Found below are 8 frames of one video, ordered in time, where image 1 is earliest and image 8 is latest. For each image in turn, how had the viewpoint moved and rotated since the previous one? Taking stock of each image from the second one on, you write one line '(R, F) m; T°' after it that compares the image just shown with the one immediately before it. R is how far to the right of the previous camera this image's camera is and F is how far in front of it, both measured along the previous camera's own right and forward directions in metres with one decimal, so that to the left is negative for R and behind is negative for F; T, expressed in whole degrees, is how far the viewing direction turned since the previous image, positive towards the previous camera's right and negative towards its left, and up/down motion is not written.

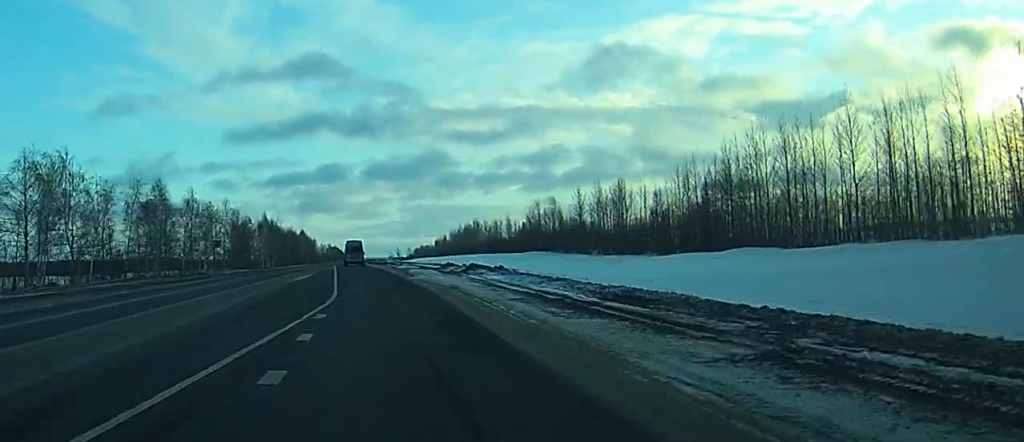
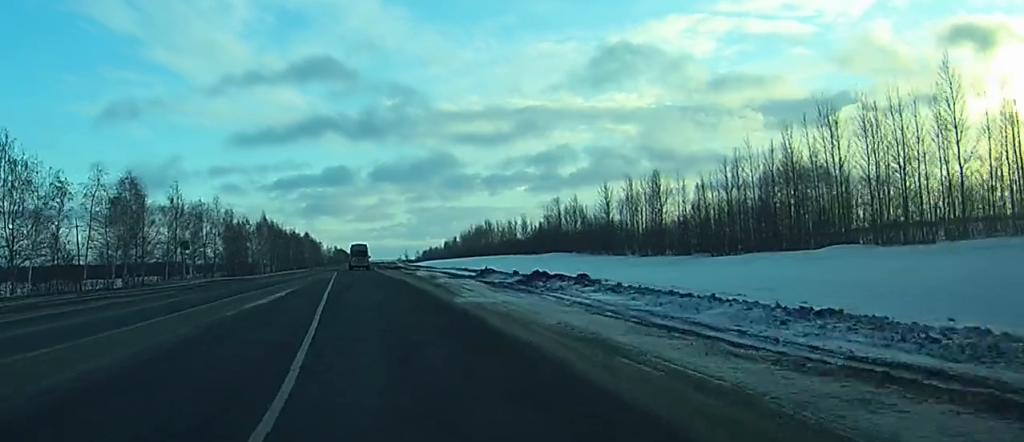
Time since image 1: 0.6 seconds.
(0.0, +17.5) m; 0°
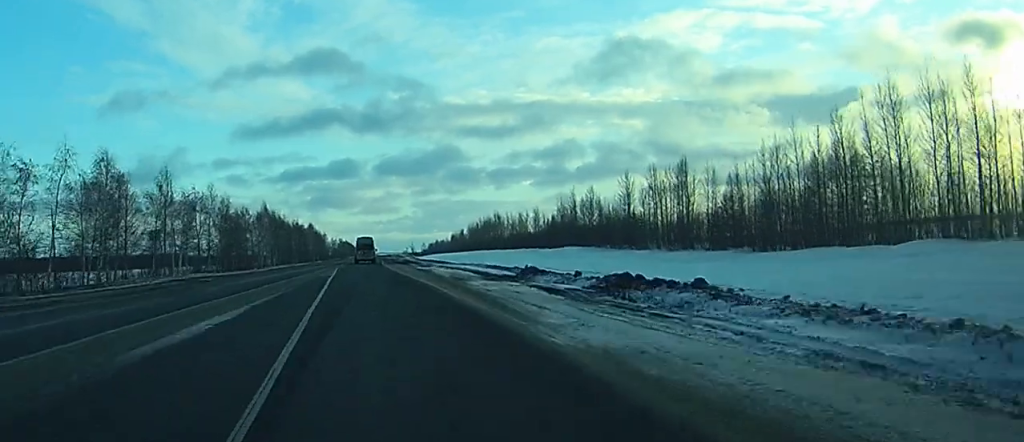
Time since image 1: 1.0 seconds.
(-0.1, +10.9) m; 0°
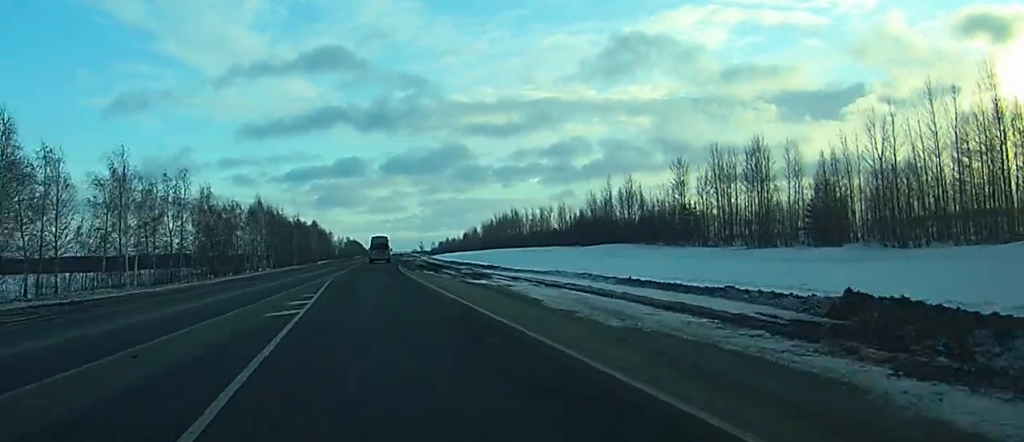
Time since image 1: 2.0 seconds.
(-0.1, +26.3) m; 0°
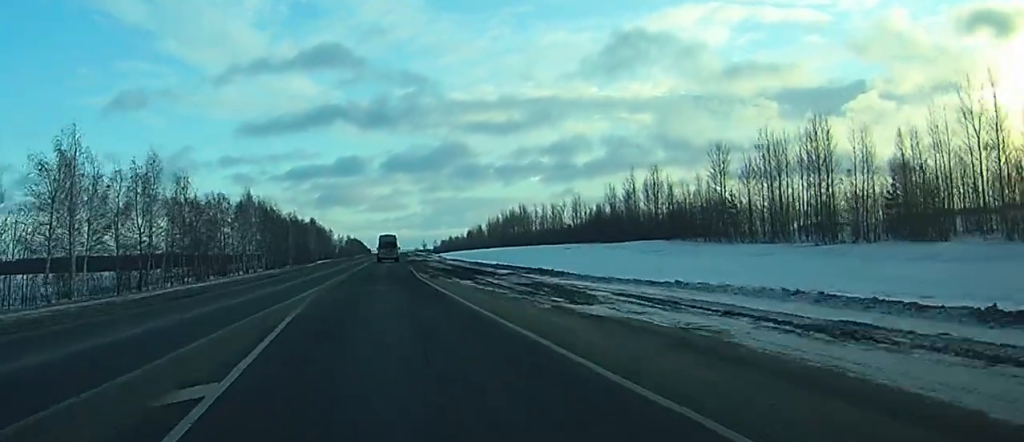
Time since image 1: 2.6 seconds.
(0.0, +17.1) m; 0°
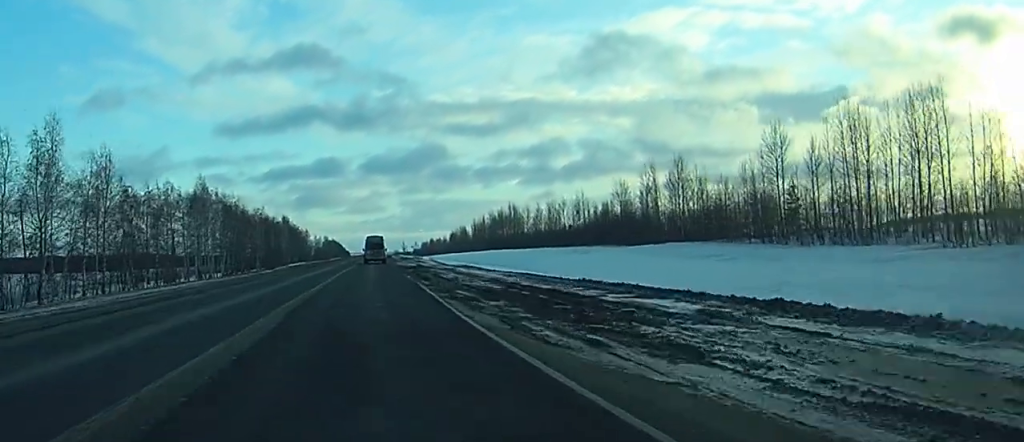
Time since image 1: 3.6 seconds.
(0.0, +25.9) m; 0°
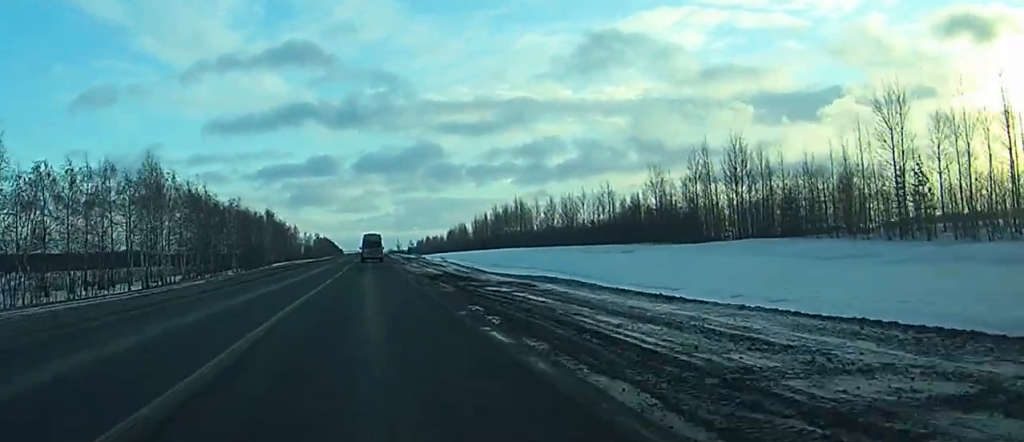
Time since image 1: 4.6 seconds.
(0.0, +27.7) m; +1°
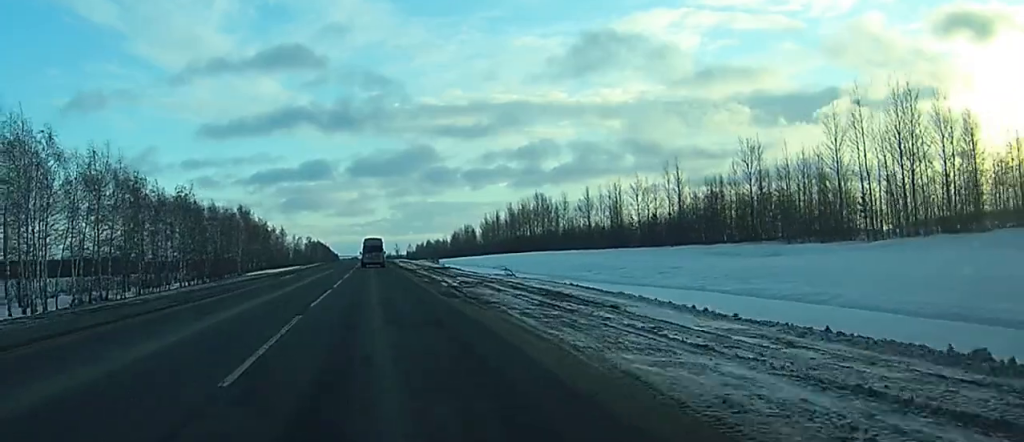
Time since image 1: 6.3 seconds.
(+0.7, +43.8) m; +1°
